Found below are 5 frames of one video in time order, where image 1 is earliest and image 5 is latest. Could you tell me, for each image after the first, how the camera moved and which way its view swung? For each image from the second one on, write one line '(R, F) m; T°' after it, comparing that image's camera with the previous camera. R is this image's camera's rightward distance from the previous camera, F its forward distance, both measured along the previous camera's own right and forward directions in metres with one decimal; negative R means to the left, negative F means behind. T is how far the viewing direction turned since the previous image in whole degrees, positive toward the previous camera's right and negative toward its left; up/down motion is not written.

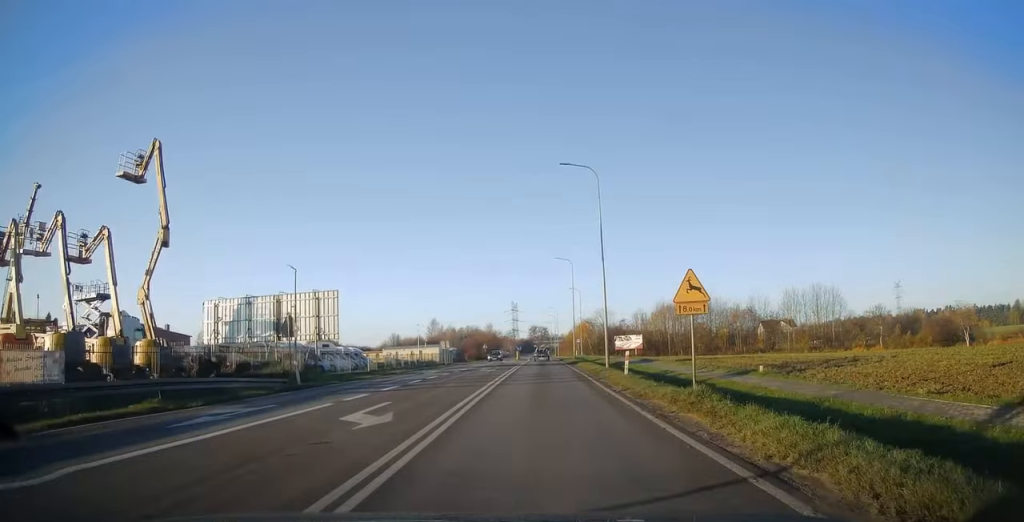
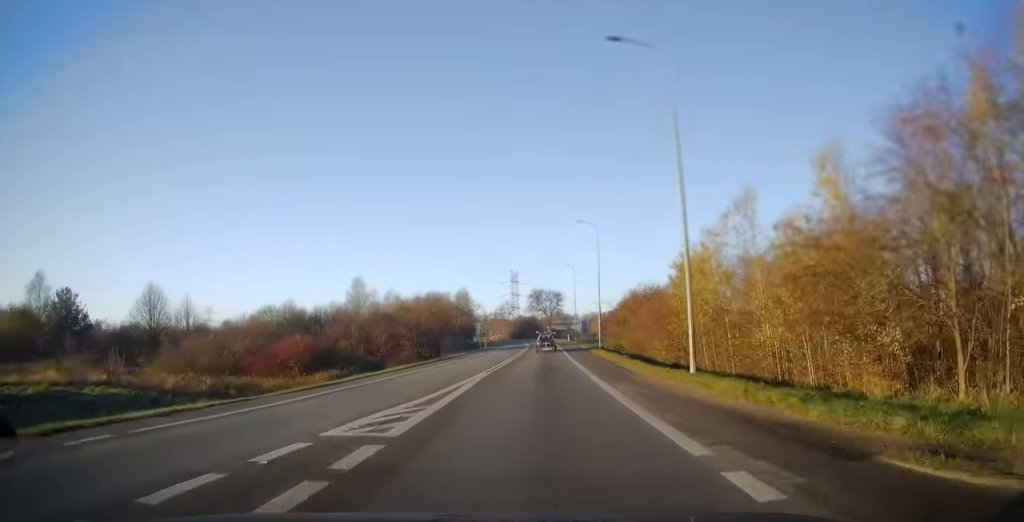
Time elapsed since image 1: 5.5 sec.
(-1.3, +118.2) m; -1°
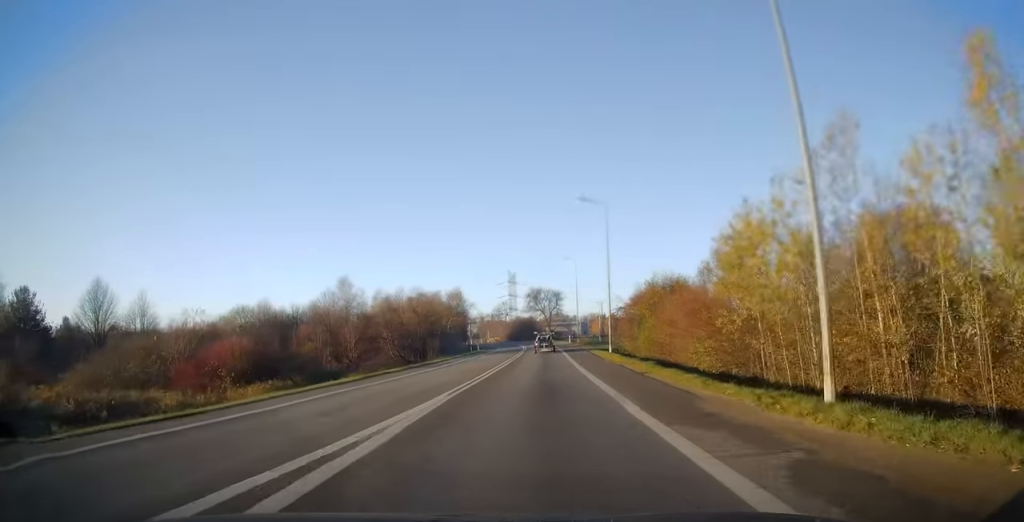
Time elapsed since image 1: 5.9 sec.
(0.0, +9.2) m; 0°
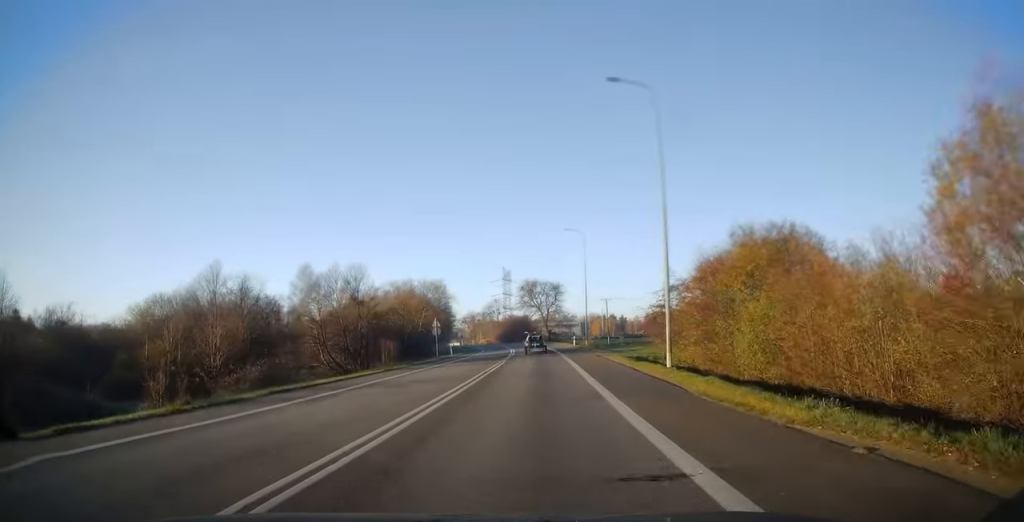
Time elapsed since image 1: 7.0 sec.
(-0.1, +21.6) m; 0°
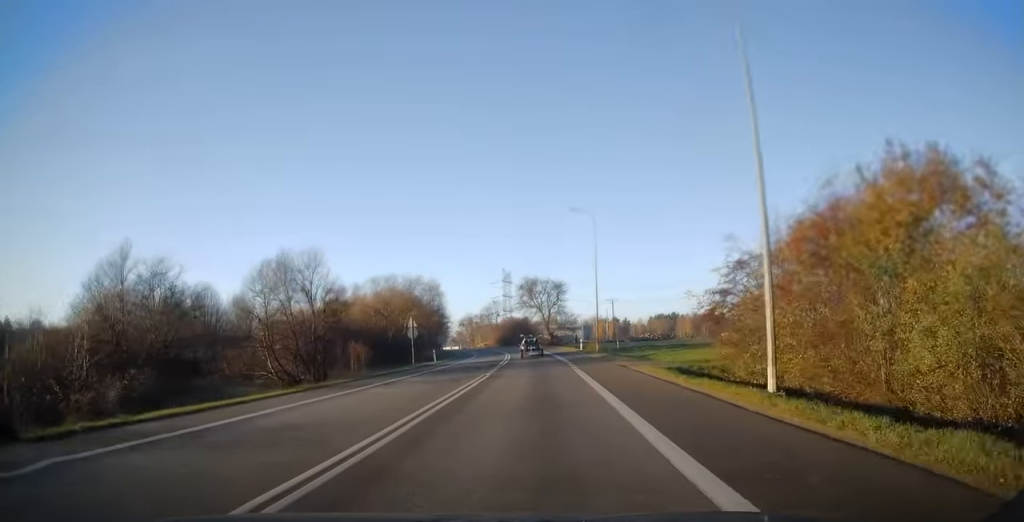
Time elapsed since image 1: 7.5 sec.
(-0.1, +10.4) m; 0°
